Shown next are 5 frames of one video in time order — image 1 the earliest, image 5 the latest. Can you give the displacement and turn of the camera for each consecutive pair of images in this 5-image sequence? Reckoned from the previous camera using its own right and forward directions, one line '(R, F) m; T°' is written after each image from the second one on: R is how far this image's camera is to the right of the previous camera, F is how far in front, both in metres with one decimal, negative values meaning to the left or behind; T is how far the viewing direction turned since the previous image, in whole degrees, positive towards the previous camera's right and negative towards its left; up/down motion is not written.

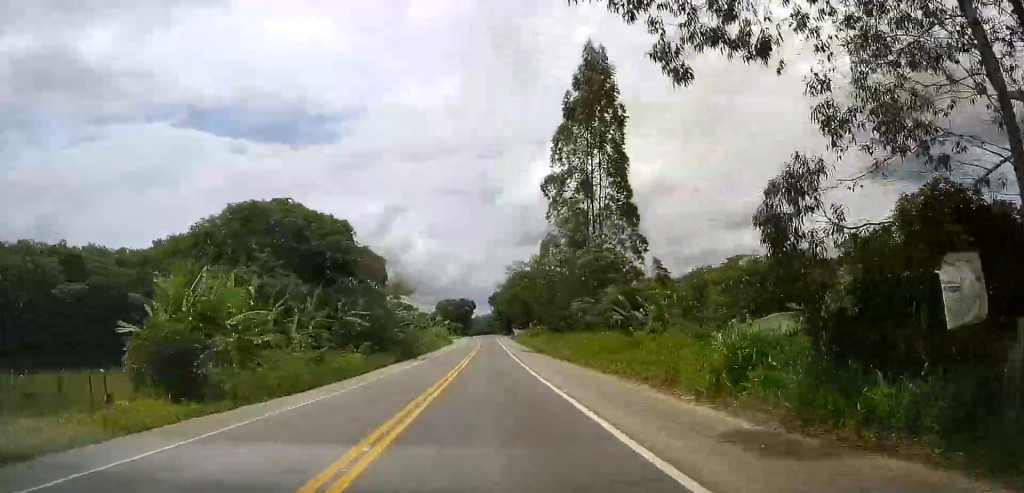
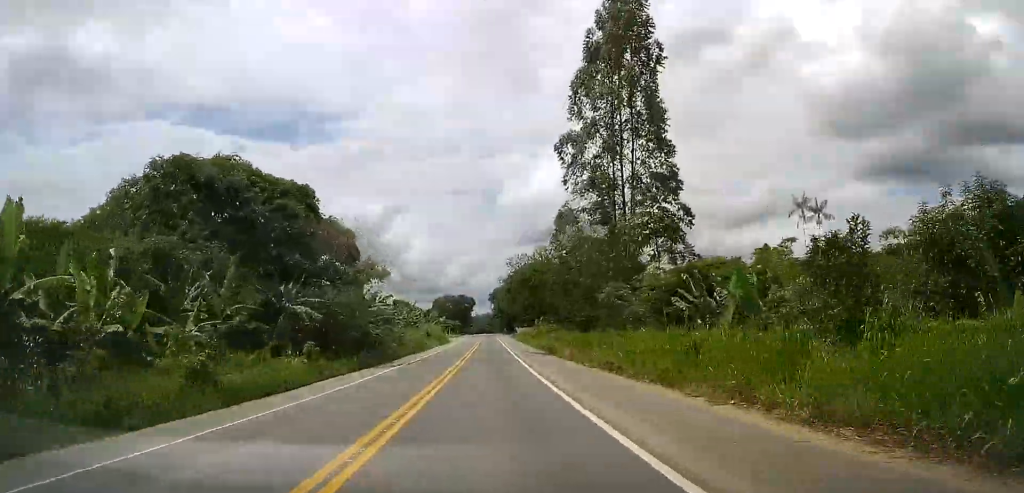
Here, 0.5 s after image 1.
(+0.2, +12.1) m; 0°
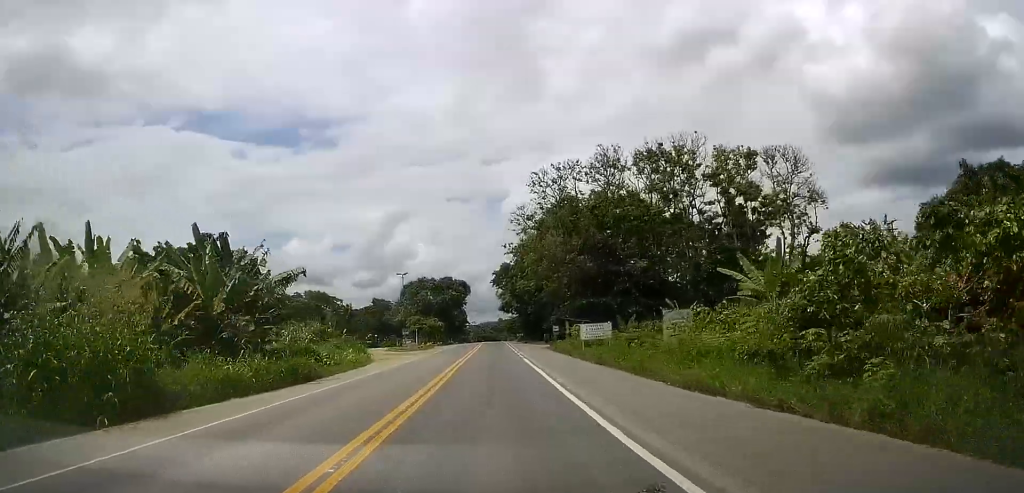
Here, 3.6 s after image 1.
(-1.9, +80.3) m; -2°
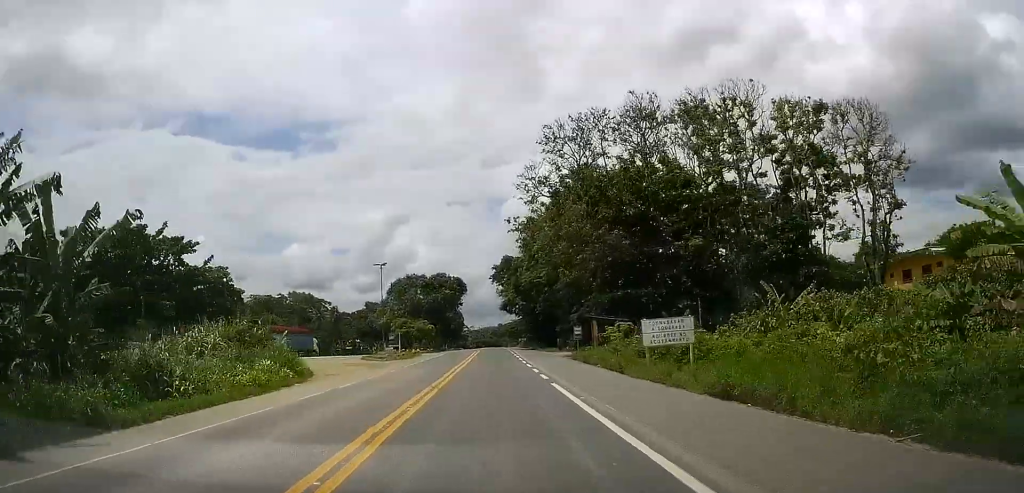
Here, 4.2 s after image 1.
(+0.1, +16.1) m; +1°
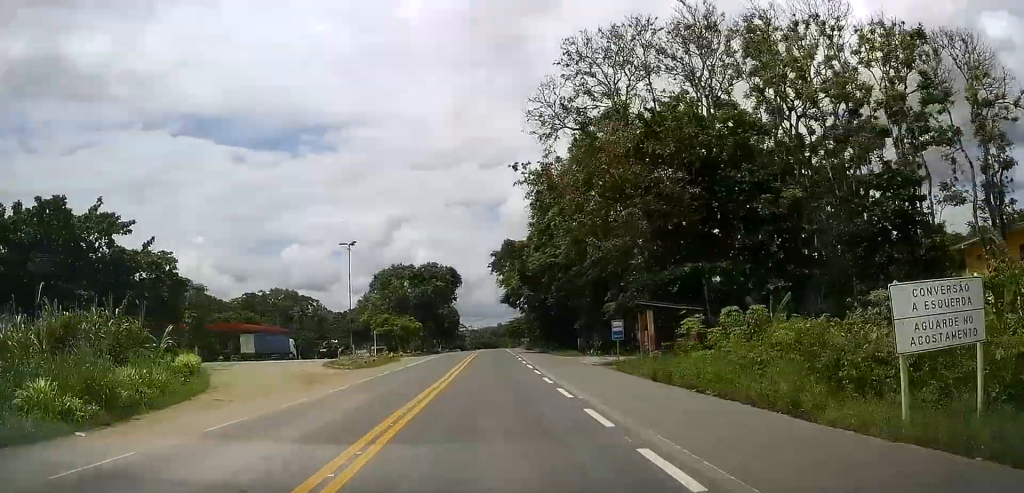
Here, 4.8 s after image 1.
(+0.1, +15.2) m; +1°
